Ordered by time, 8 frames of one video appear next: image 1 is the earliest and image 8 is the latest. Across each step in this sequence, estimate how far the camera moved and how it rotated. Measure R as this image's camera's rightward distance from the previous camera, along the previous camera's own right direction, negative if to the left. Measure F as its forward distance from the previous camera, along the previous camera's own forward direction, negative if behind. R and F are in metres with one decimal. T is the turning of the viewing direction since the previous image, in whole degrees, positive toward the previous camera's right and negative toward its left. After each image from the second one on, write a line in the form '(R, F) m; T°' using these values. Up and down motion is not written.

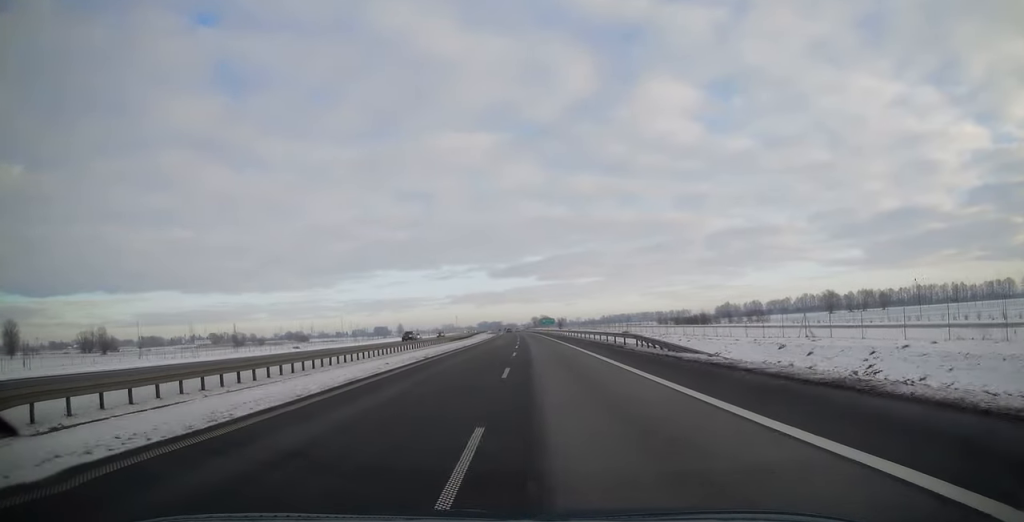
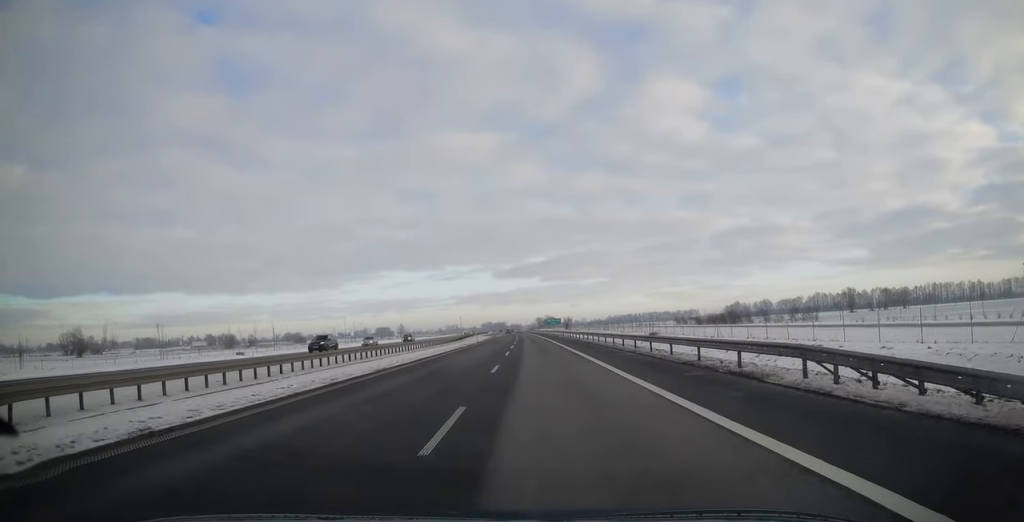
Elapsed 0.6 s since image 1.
(0.0, +21.7) m; 0°
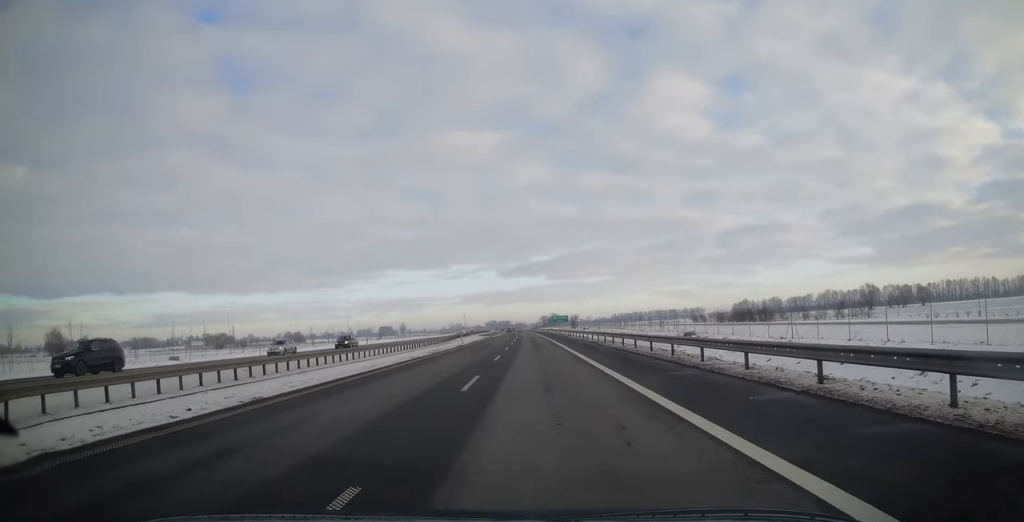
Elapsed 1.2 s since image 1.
(+0.1, +17.2) m; 0°
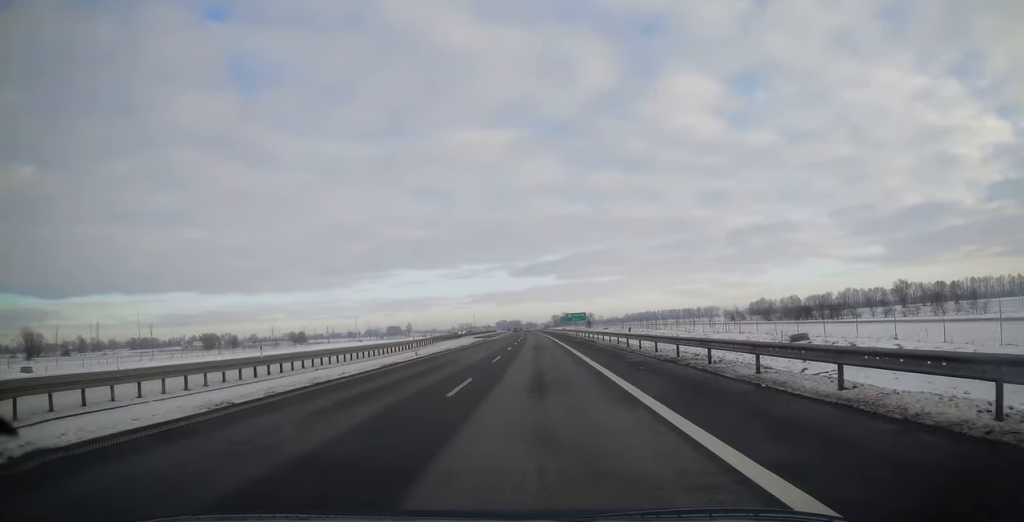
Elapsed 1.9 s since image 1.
(-0.2, +25.0) m; -1°
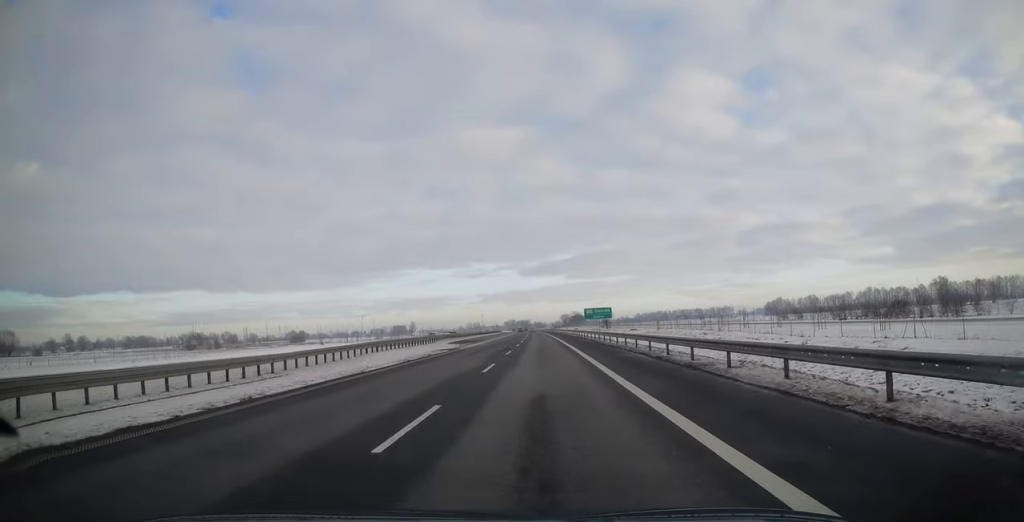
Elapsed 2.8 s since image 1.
(-0.2, +29.5) m; -1°
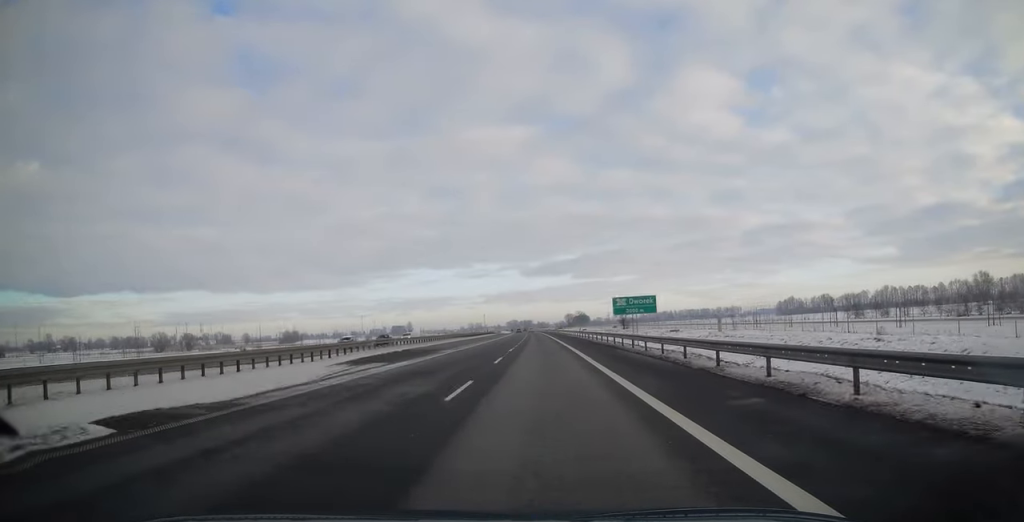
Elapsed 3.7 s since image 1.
(-0.1, +31.0) m; -1°
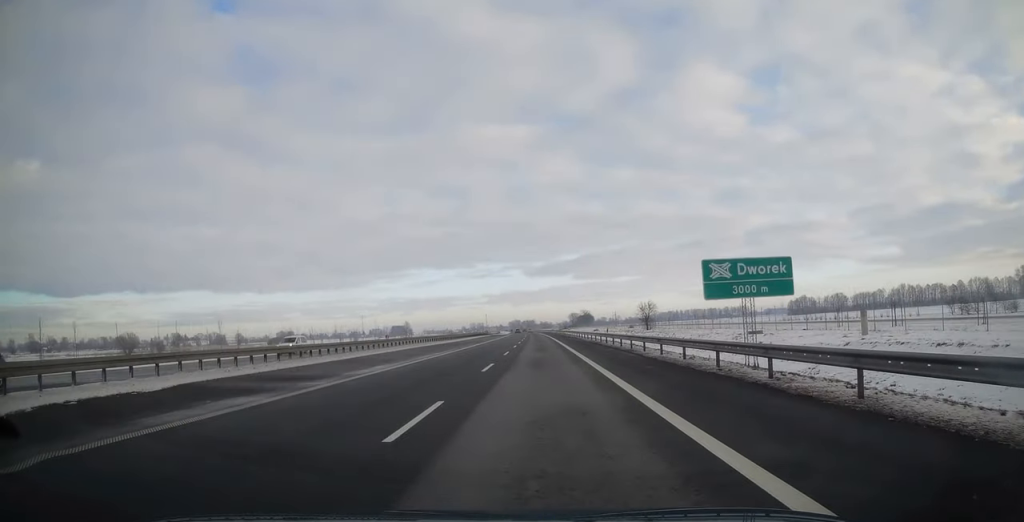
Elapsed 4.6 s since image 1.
(-0.3, +28.1) m; -1°
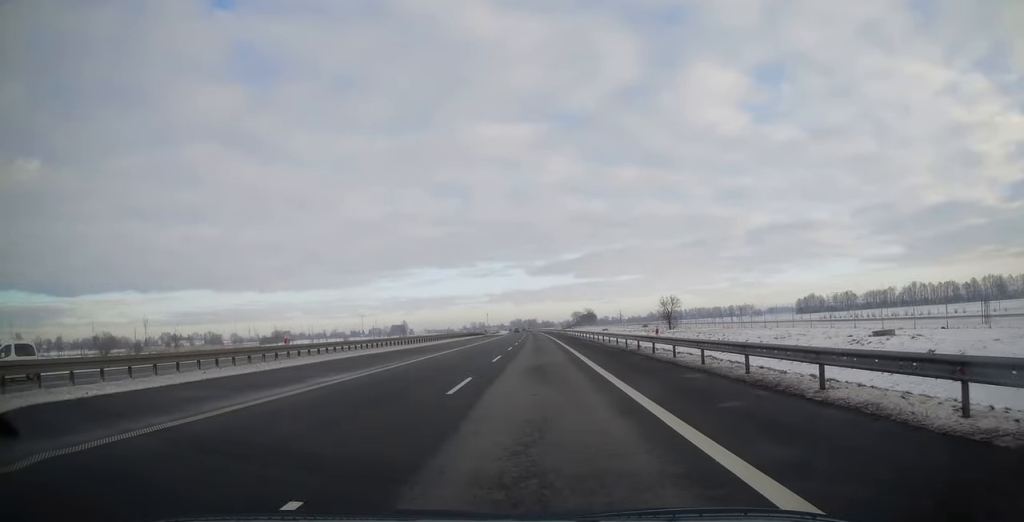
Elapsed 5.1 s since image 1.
(-0.2, +18.7) m; 0°
